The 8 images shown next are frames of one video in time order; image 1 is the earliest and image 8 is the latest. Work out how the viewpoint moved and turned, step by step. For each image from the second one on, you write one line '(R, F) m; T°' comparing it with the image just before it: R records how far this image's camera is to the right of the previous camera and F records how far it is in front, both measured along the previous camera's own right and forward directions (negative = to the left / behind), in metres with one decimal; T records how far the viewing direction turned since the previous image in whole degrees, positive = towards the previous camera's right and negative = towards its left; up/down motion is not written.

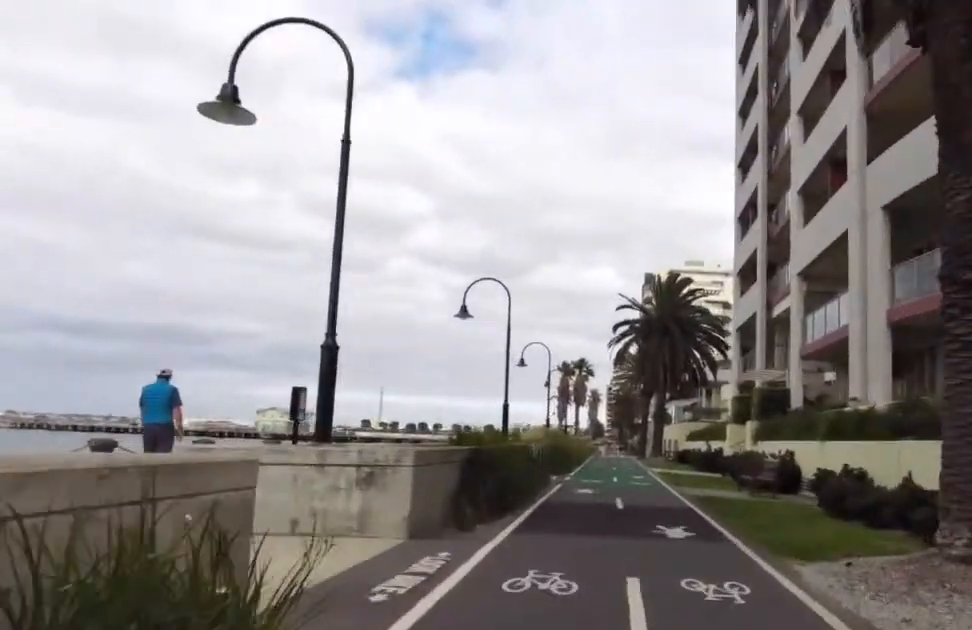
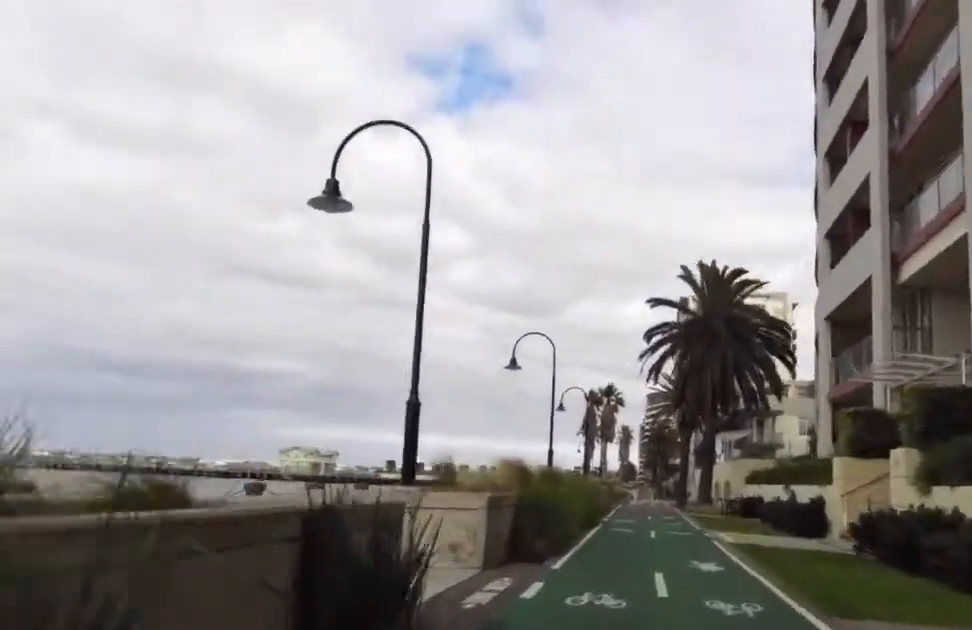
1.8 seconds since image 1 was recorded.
(-0.3, +11.8) m; 0°
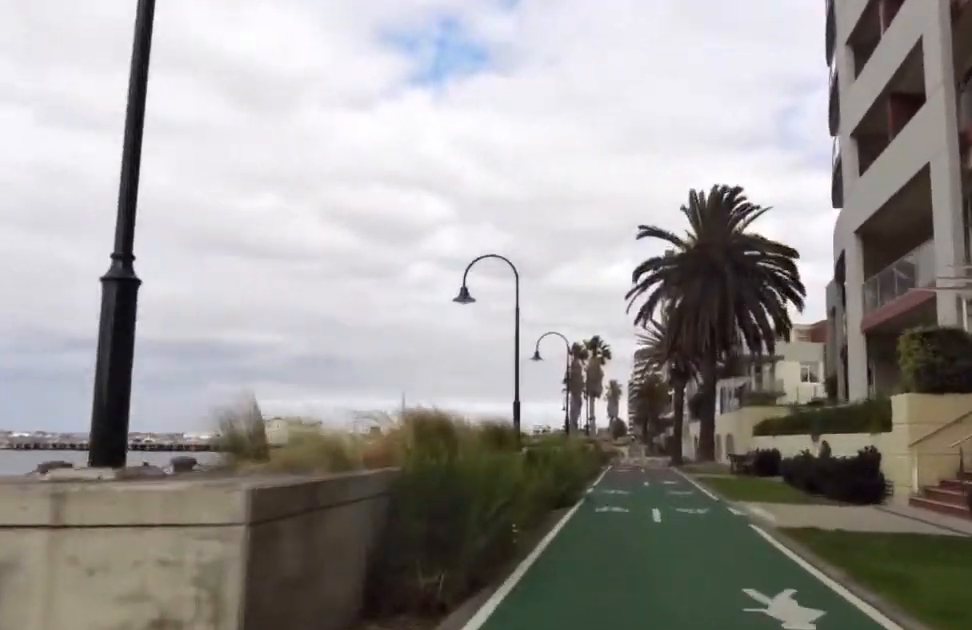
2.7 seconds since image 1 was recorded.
(+1.4, +5.1) m; 0°
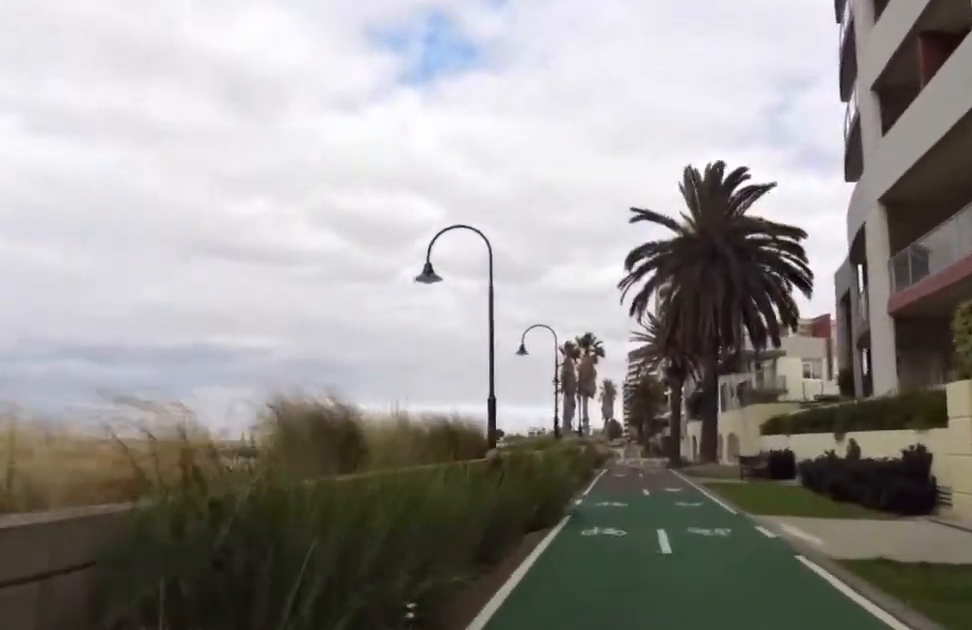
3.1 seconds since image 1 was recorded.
(-0.2, +2.7) m; 0°
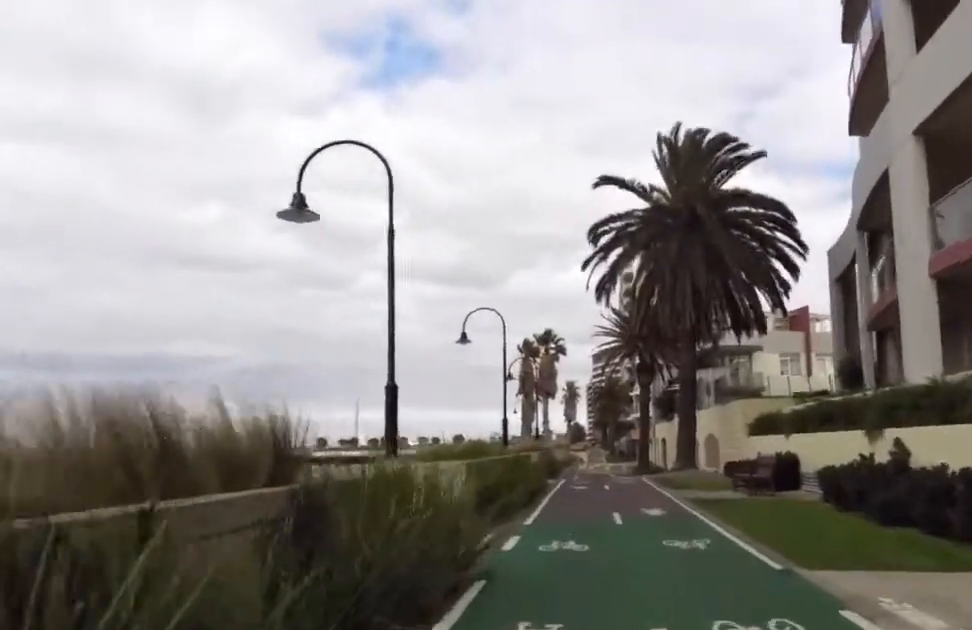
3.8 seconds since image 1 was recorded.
(-1.2, +4.7) m; 0°
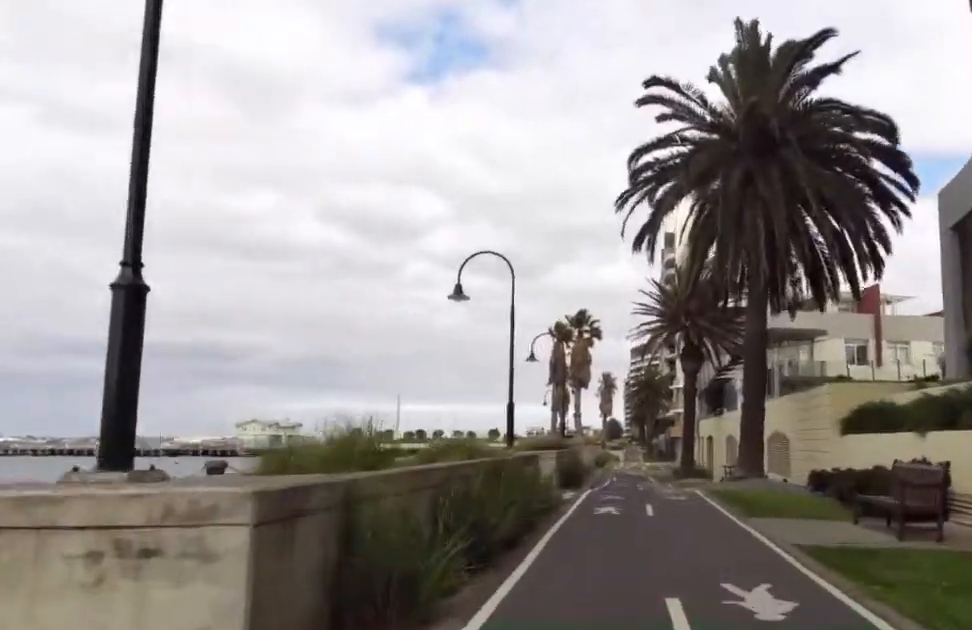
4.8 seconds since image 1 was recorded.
(+1.6, +6.3) m; 0°
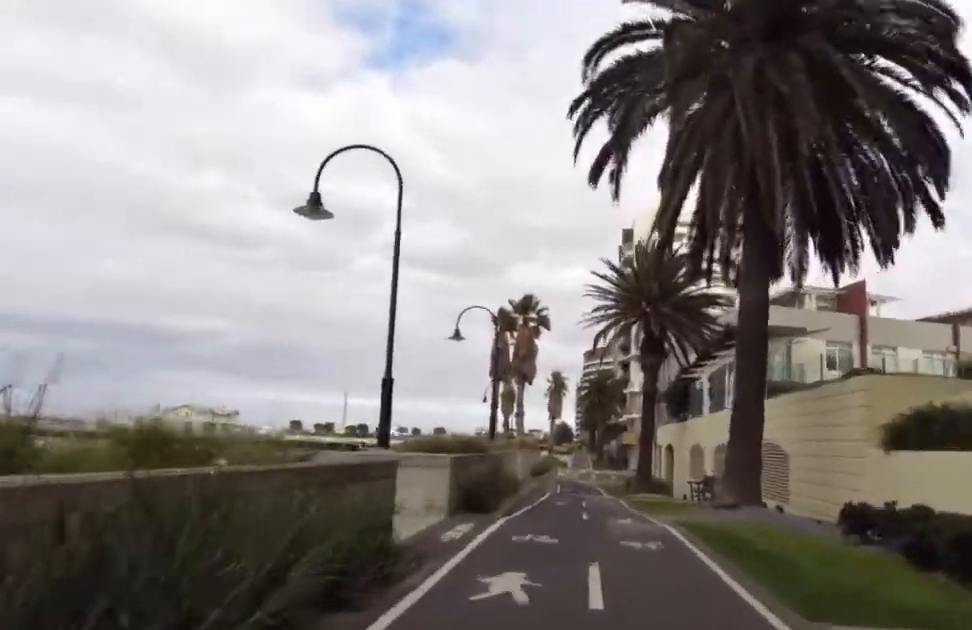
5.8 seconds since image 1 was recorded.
(-1.5, +6.0) m; 0°
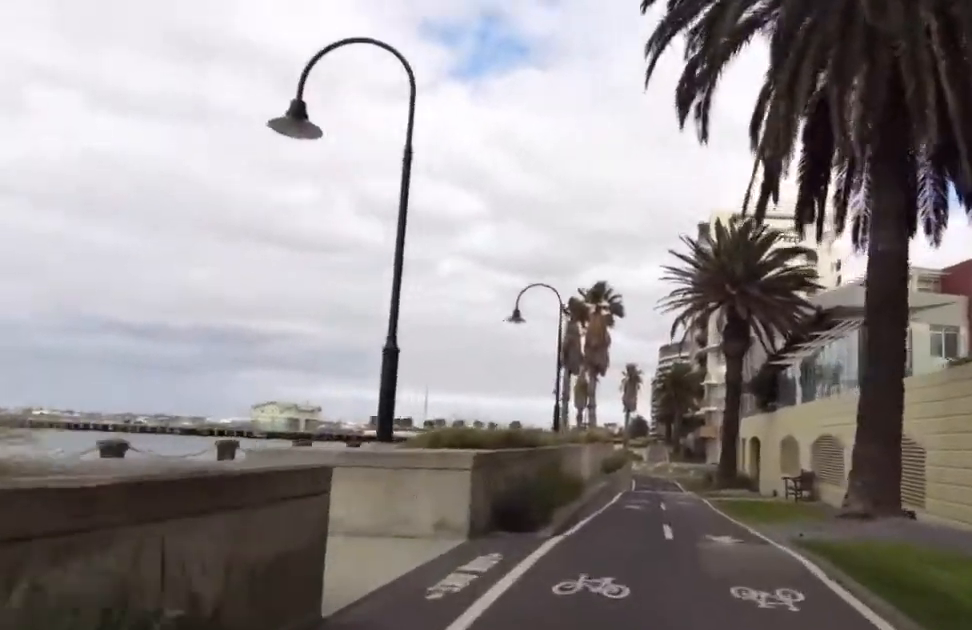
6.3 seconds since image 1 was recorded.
(+0.7, +3.4) m; 0°
